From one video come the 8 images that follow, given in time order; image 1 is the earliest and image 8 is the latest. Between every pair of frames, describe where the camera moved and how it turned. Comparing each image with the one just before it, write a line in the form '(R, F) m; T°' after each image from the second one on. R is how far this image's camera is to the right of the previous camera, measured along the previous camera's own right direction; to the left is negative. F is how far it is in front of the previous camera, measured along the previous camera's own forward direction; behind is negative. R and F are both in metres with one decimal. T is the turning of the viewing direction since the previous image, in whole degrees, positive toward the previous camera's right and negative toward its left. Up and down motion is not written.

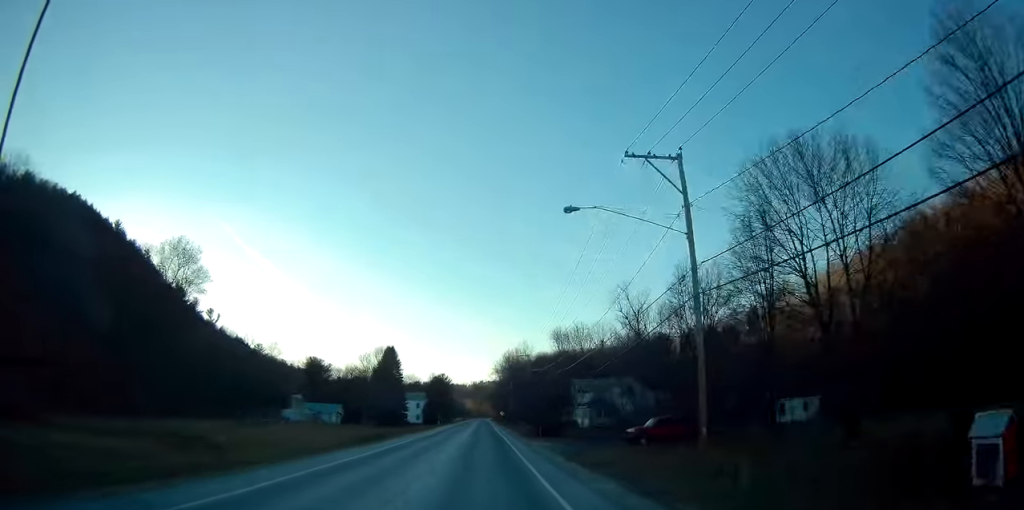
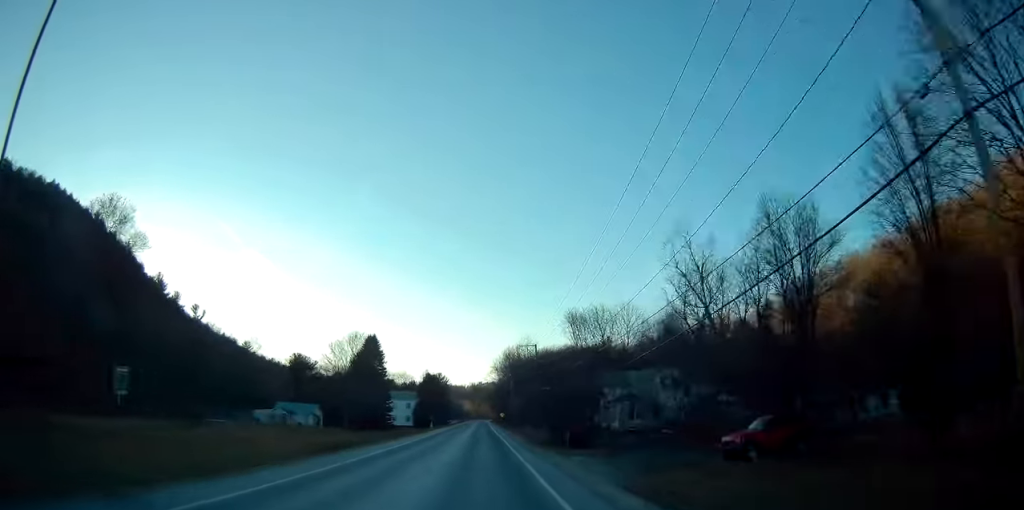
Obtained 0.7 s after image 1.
(0.0, +15.3) m; 0°
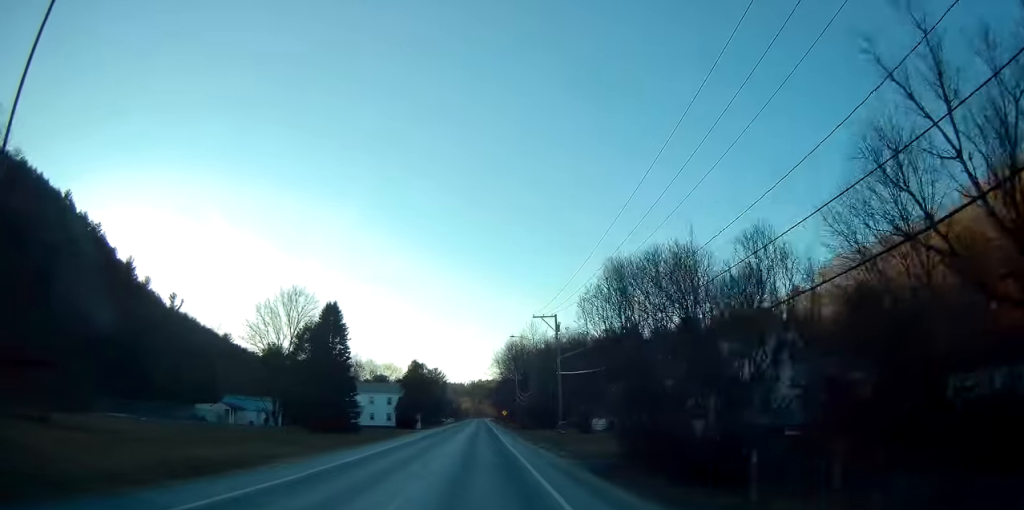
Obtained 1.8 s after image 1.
(+0.2, +22.3) m; 0°
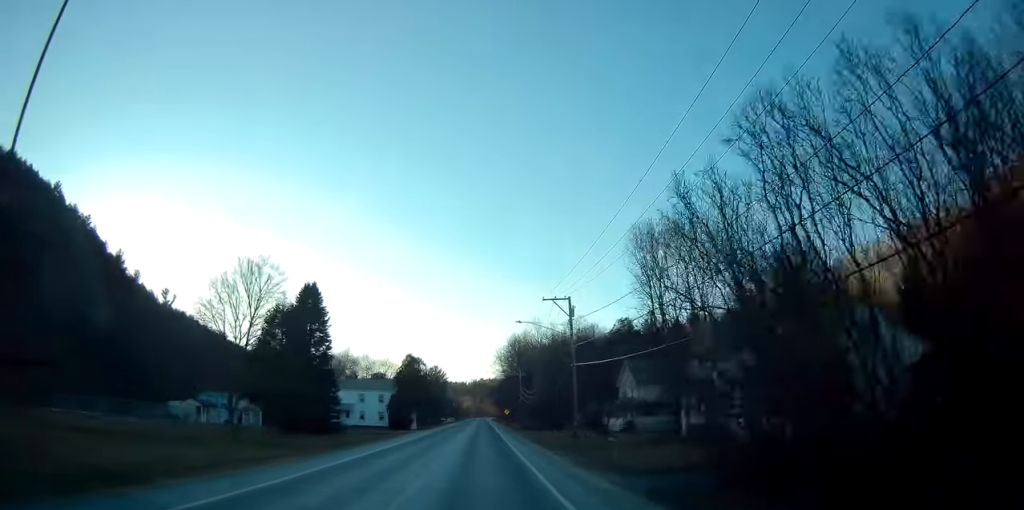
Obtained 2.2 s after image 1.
(+0.2, +8.4) m; 0°
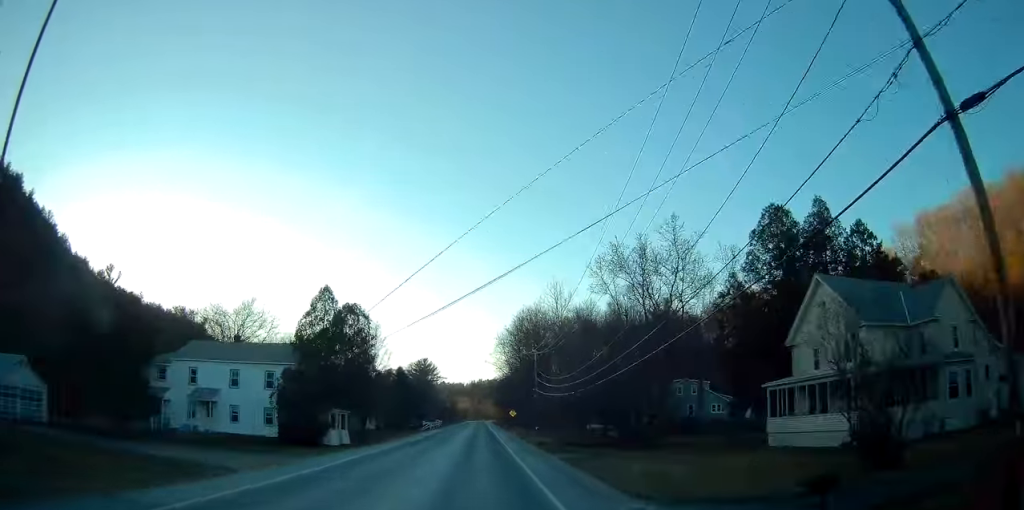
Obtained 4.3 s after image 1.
(-0.2, +43.3) m; +1°
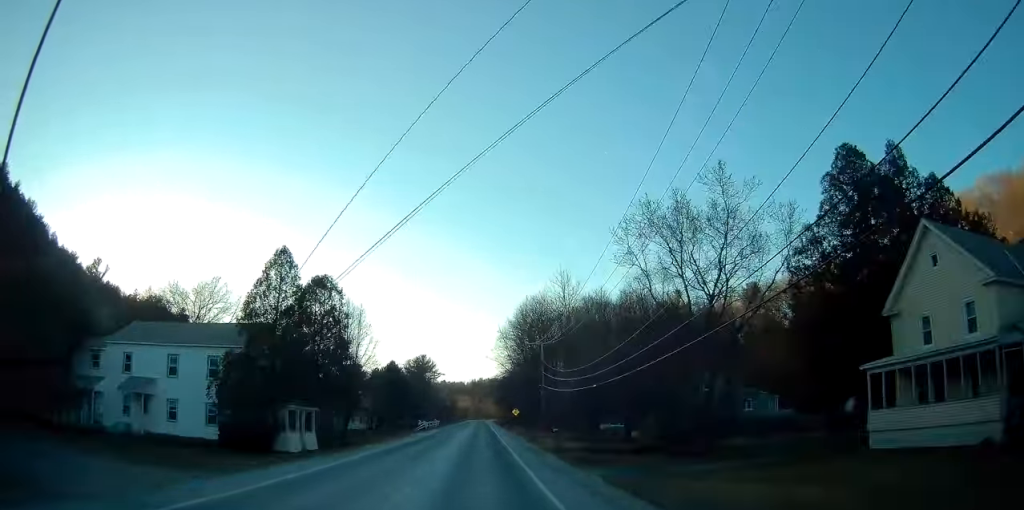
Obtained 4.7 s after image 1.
(-0.1, +9.1) m; 0°
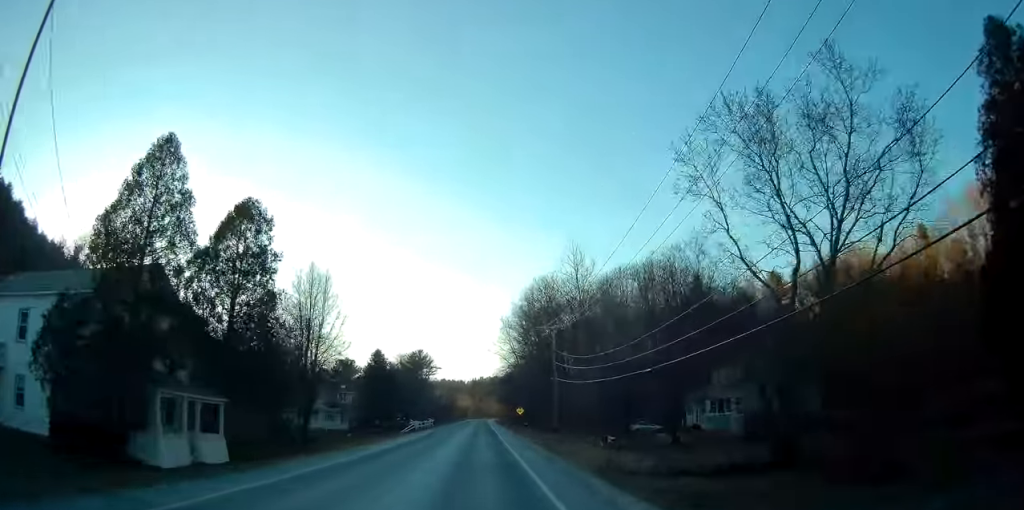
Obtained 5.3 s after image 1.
(-0.1, +13.2) m; 0°
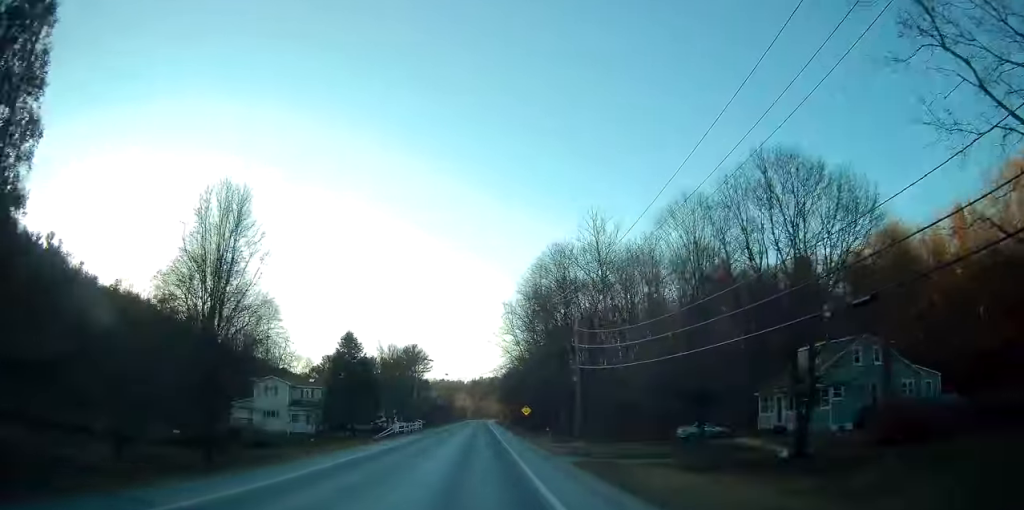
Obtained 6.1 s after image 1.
(0.0, +16.7) m; 0°
